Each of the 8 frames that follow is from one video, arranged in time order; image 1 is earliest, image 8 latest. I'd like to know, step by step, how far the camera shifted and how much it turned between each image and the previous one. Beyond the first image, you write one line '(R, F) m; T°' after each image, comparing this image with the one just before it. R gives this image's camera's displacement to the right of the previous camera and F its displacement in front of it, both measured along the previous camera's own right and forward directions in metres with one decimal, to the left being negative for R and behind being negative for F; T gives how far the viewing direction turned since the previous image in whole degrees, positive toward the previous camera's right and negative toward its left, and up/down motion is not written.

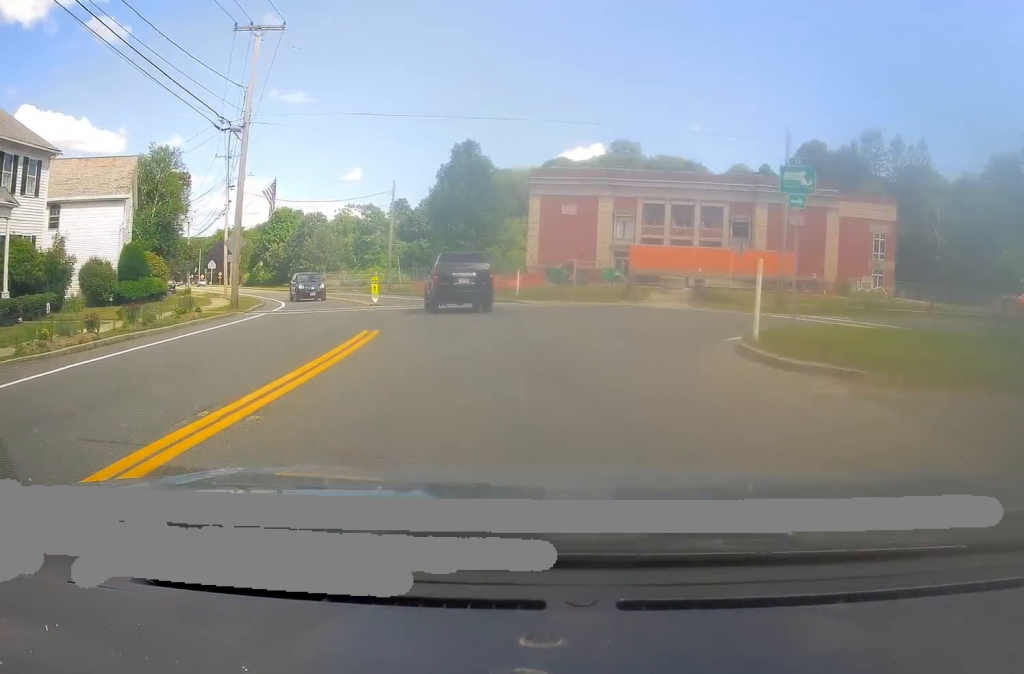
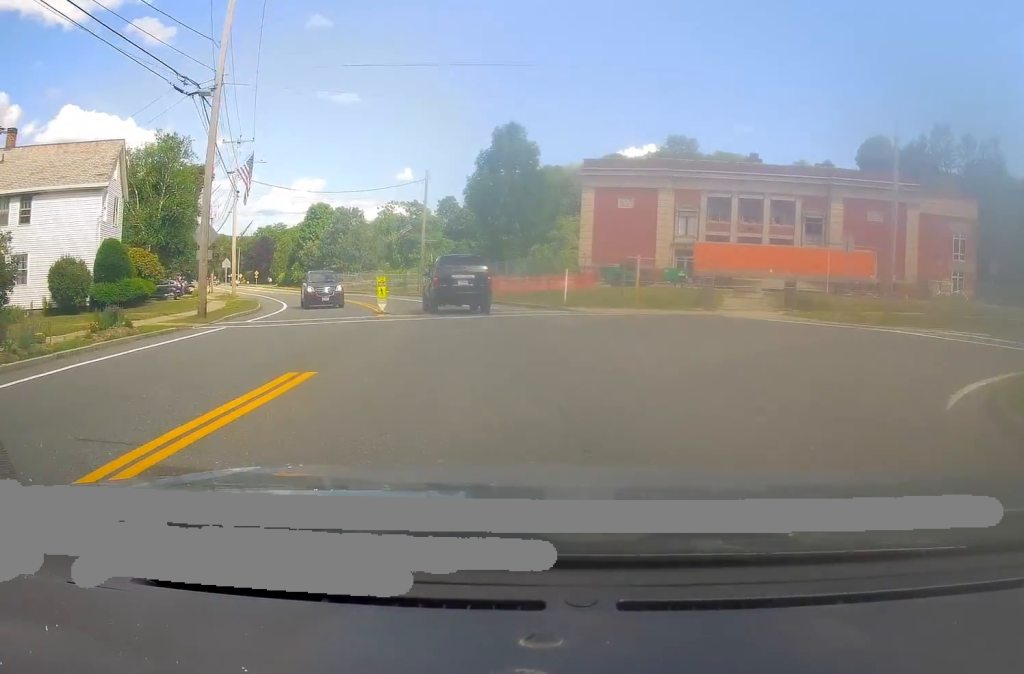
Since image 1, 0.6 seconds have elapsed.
(-0.2, +6.8) m; -4°
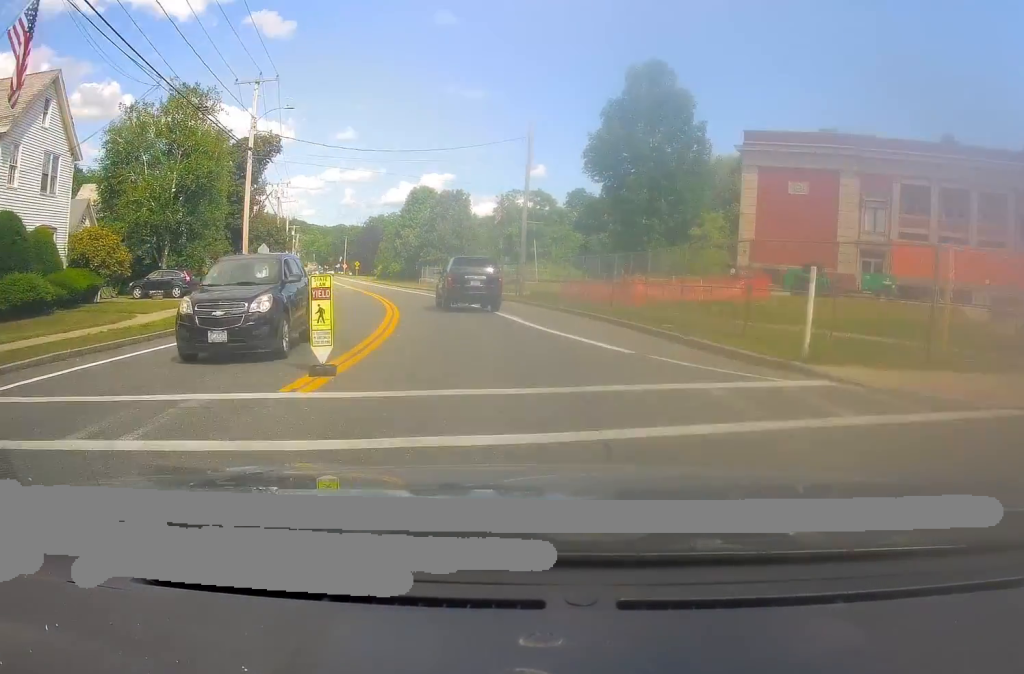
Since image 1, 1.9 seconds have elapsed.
(-1.6, +16.7) m; -11°
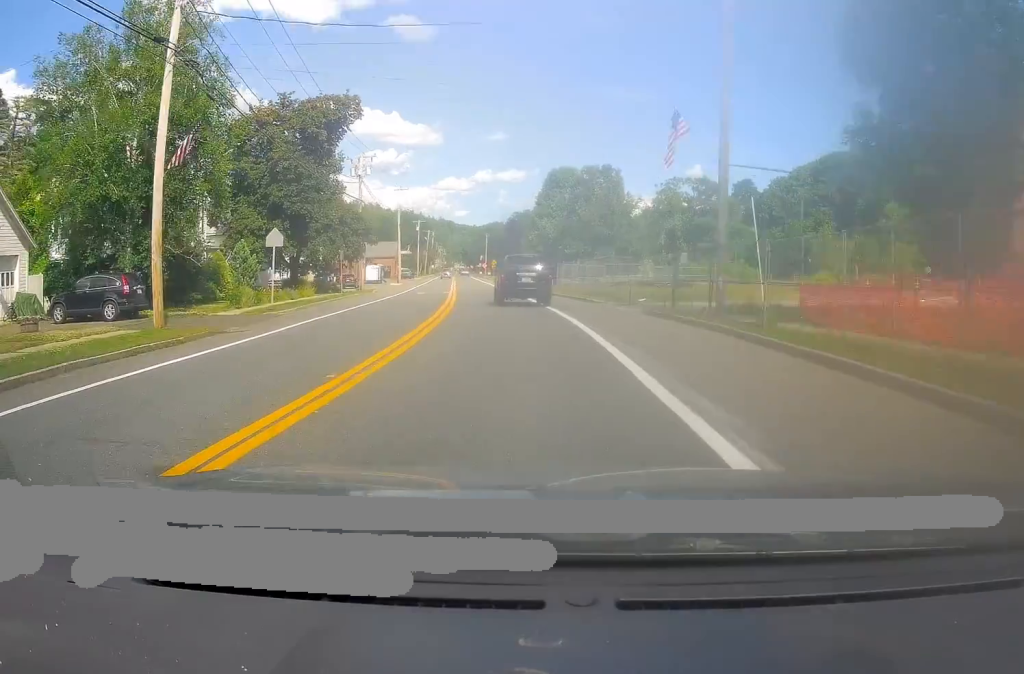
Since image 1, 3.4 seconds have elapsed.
(-1.9, +19.0) m; -8°
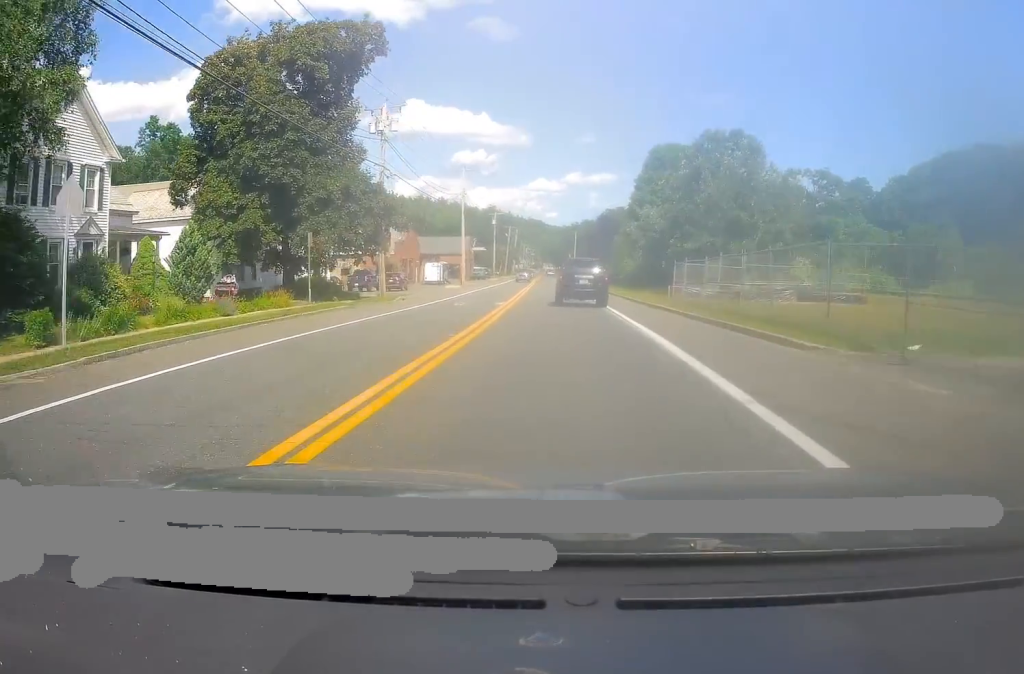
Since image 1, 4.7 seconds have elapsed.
(-0.8, +17.5) m; -9°
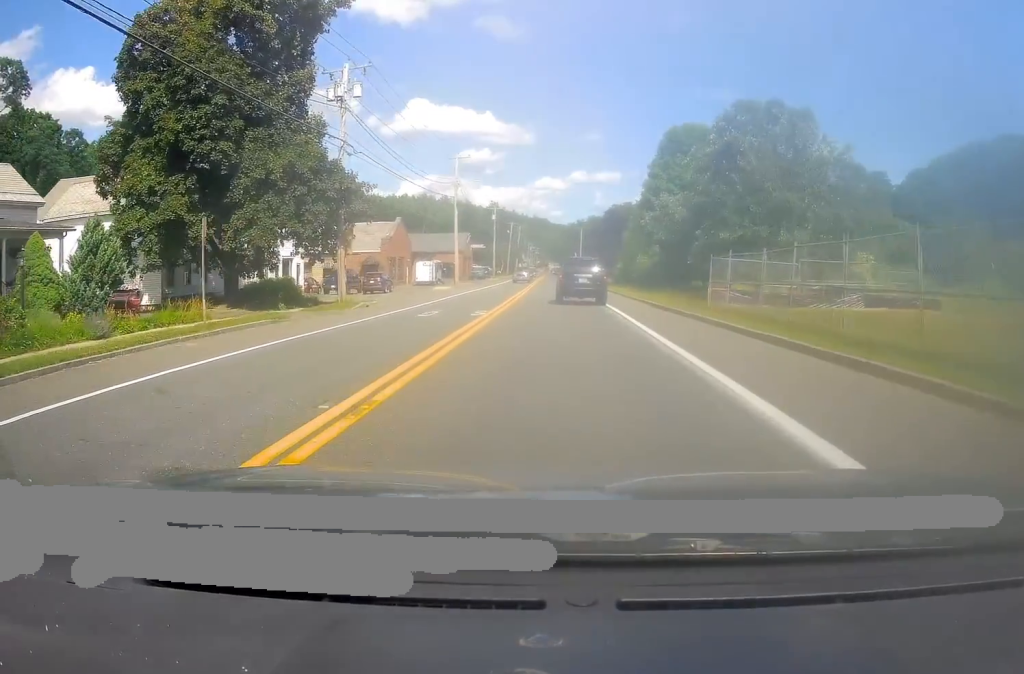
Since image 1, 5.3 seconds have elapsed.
(-0.7, +8.4) m; -4°
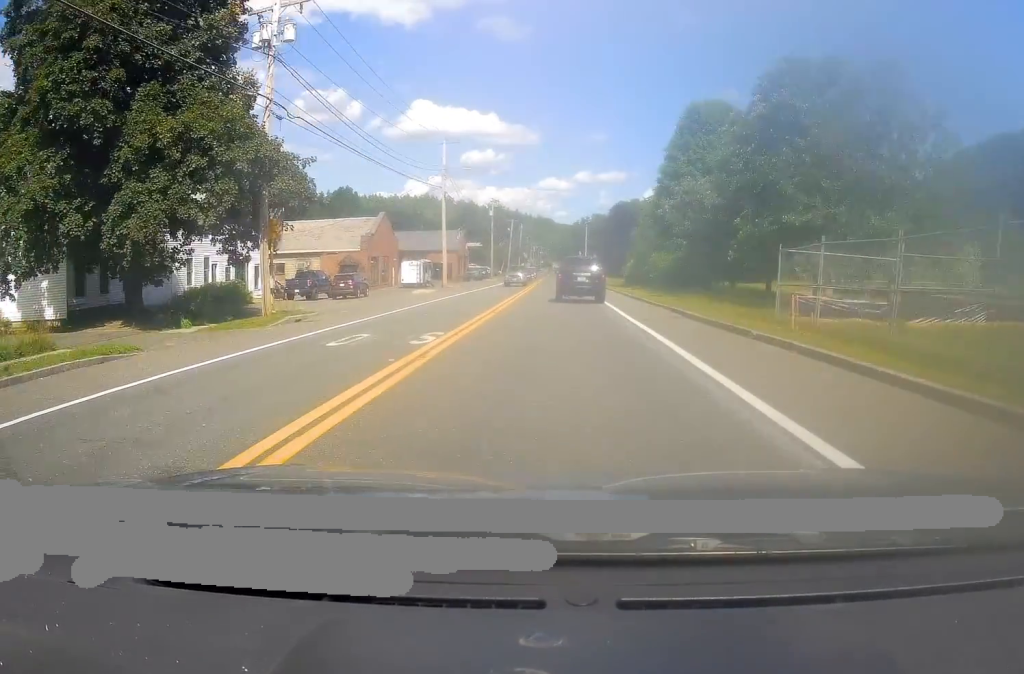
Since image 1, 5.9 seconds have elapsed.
(0.0, +8.3) m; +1°
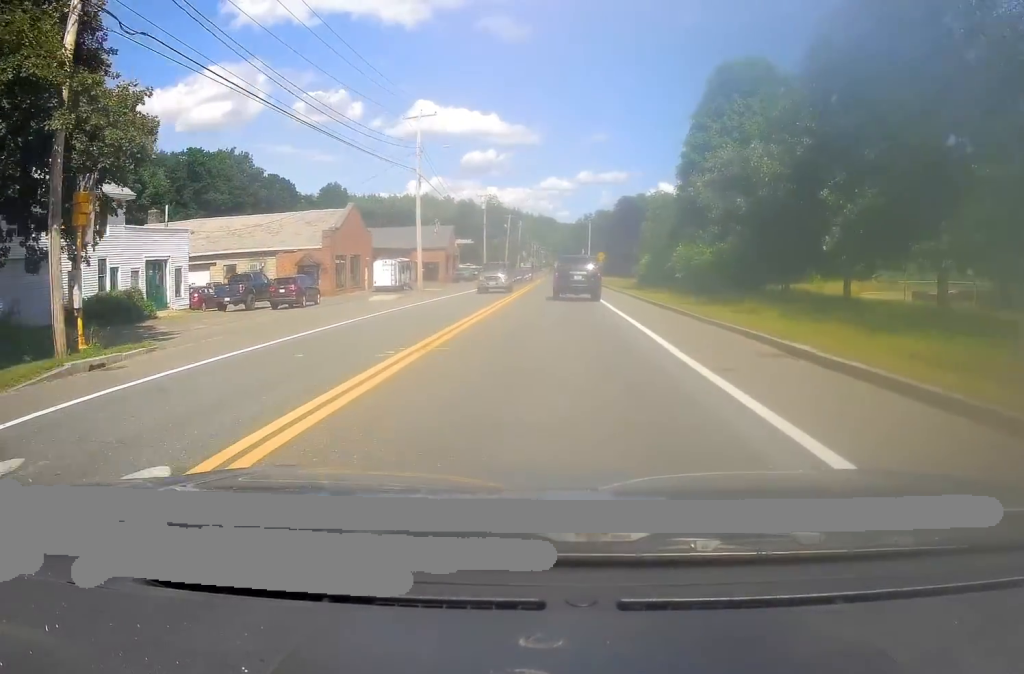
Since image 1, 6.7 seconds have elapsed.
(+0.1, +11.3) m; 0°
